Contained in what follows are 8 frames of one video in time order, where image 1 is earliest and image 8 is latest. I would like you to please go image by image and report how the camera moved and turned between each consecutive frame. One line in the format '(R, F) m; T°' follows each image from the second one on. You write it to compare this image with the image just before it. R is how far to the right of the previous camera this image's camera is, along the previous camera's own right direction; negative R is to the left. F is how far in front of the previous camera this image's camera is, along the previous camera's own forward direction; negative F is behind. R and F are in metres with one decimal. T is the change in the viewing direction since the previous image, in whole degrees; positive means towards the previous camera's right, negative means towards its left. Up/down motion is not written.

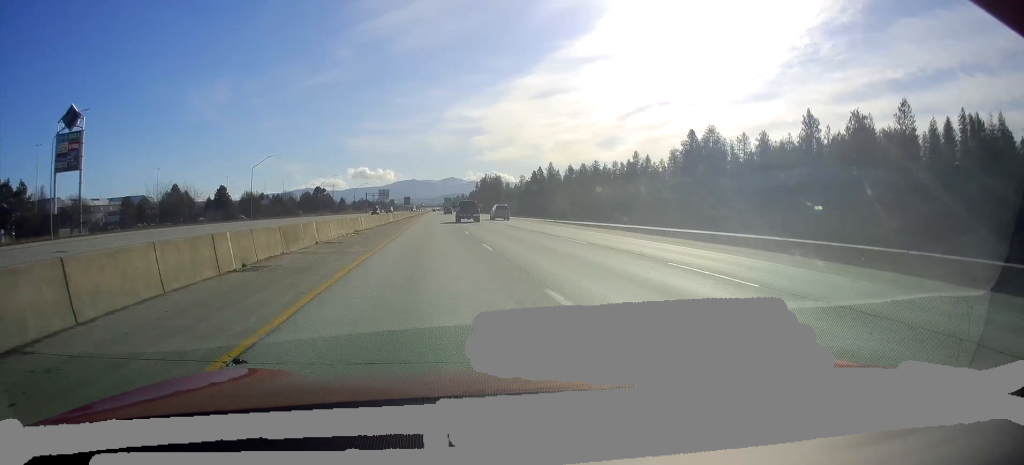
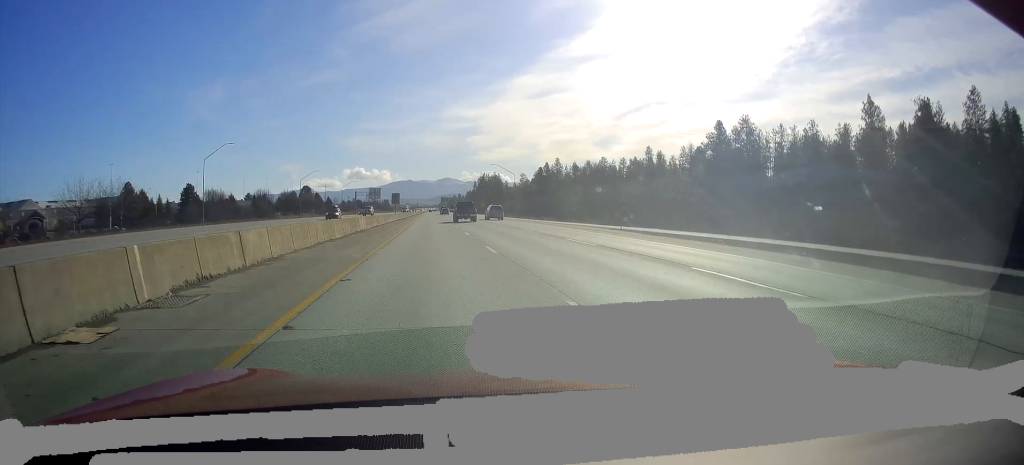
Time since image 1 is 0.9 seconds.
(-0.1, +26.2) m; 0°
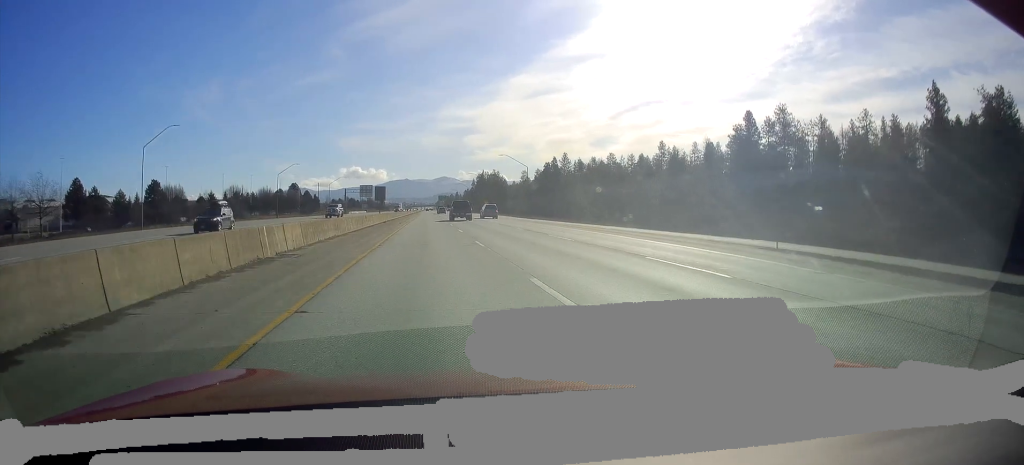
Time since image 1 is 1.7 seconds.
(+0.1, +21.3) m; +1°
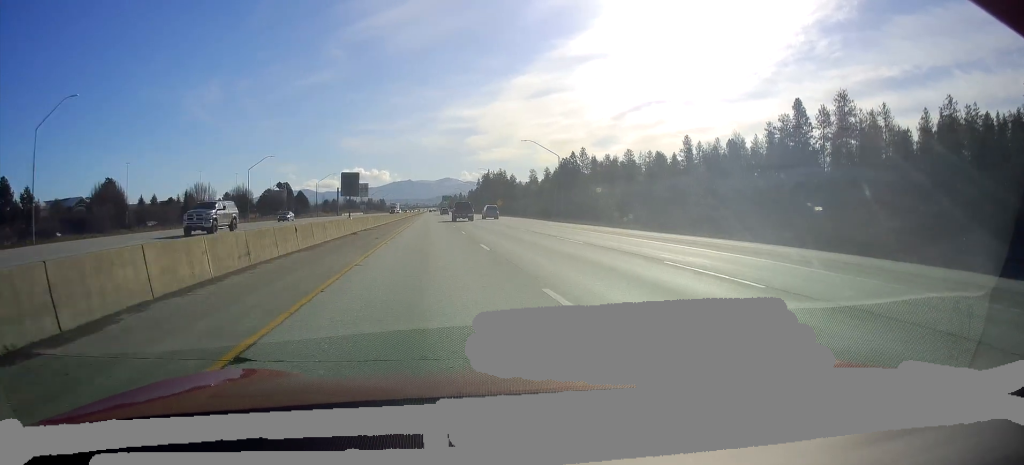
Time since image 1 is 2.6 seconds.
(+0.3, +26.1) m; +2°
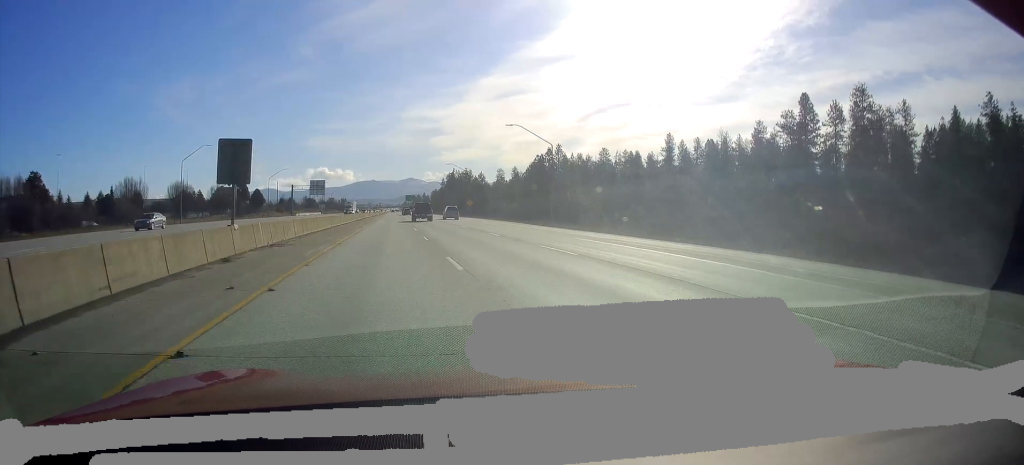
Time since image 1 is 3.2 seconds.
(+0.2, +17.7) m; +1°
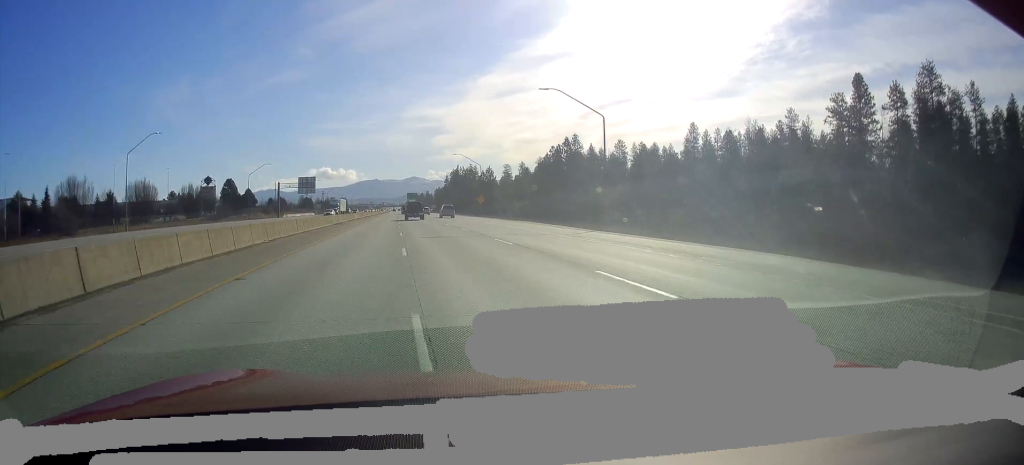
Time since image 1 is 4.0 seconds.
(+0.5, +21.1) m; 0°
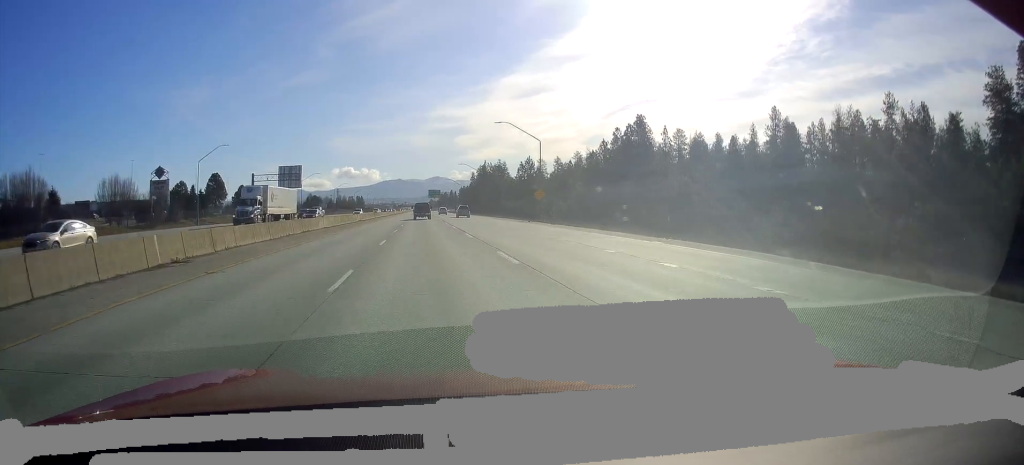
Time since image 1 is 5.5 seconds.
(-0.8, +42.7) m; -2°
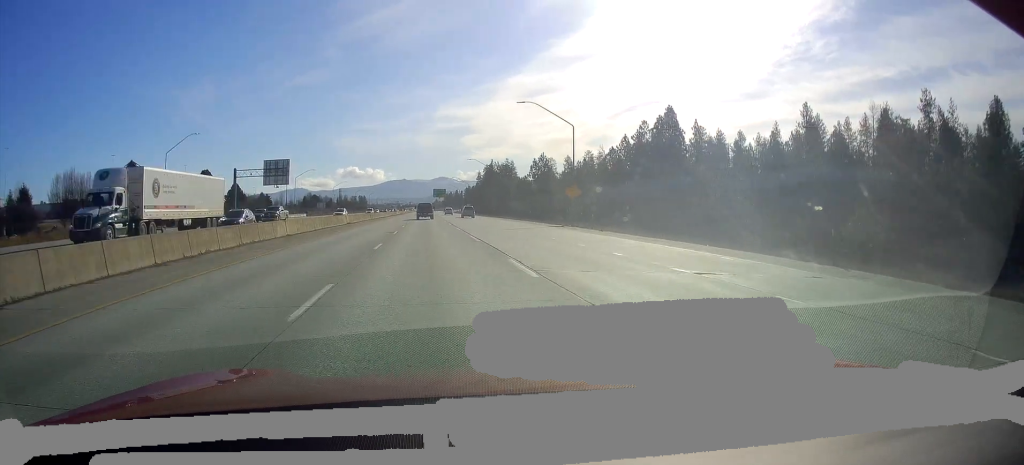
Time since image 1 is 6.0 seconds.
(+0.1, +14.9) m; 0°
